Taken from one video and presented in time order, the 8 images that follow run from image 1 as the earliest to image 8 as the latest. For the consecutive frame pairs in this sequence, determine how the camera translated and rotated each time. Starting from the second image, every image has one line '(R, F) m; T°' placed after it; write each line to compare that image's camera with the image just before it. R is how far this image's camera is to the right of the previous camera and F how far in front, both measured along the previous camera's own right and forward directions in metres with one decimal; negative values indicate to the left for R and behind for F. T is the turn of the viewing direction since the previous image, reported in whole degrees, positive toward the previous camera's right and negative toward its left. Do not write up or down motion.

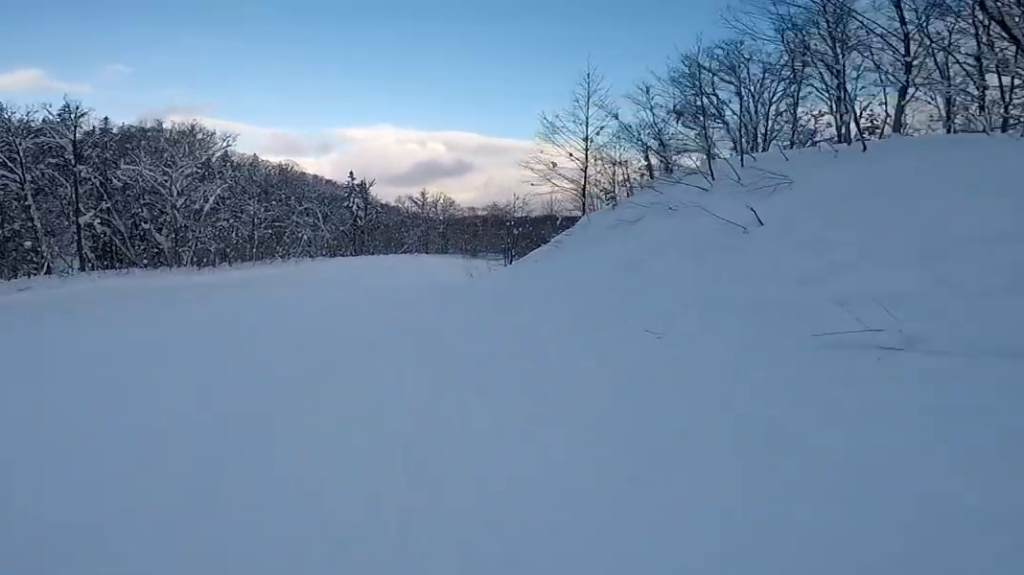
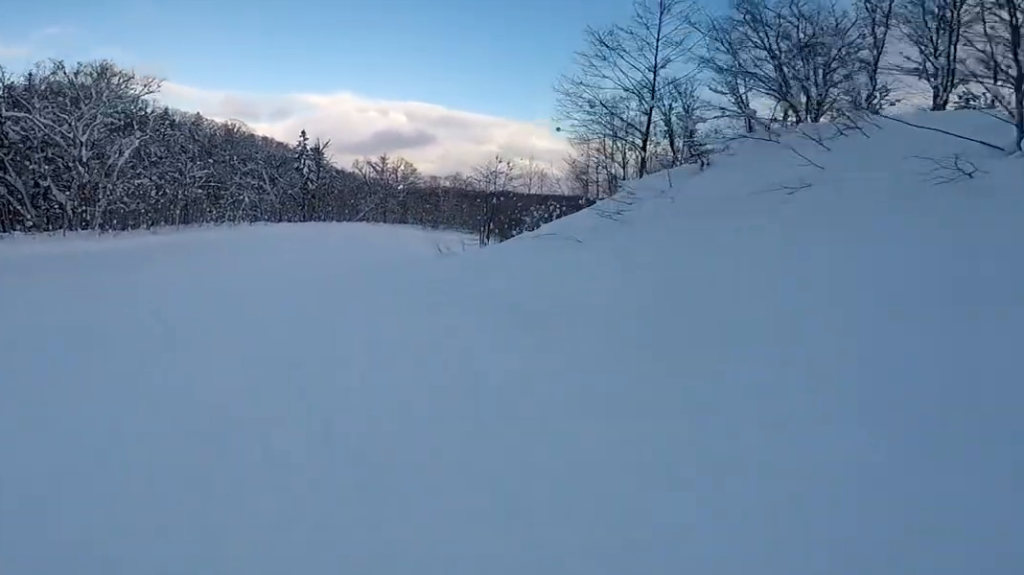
(+0.4, +8.2) m; +3°
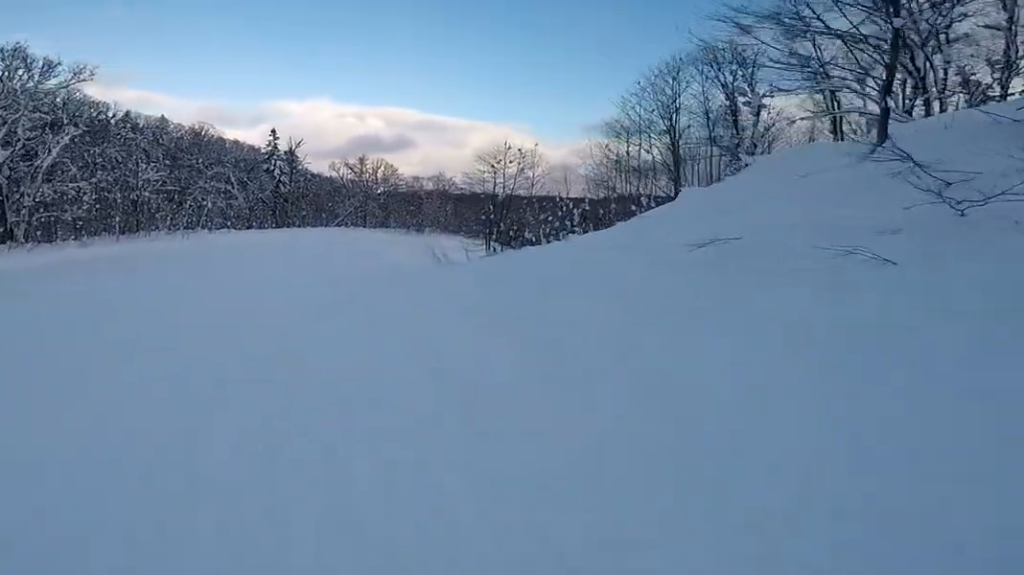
(+0.1, +8.2) m; +1°
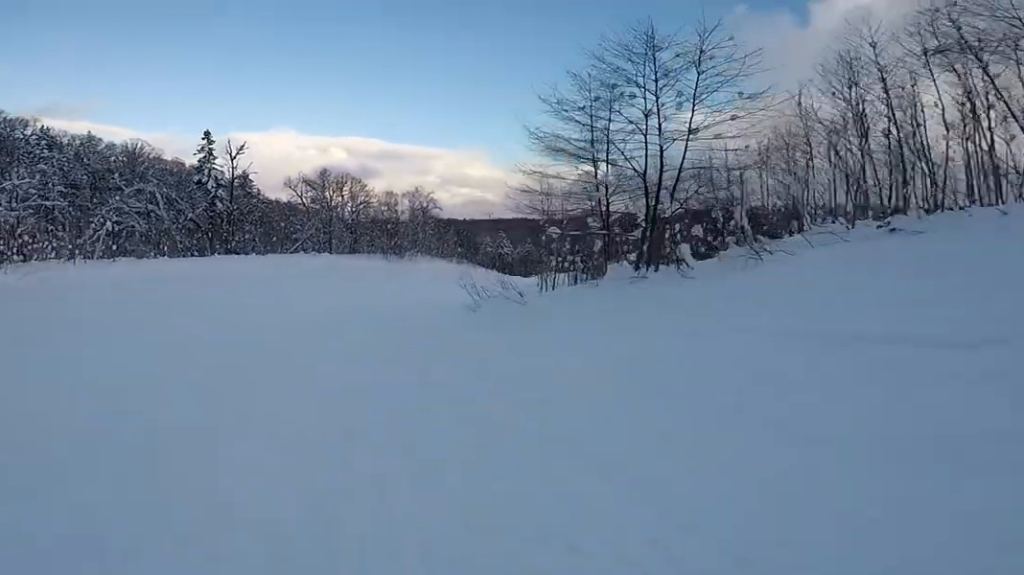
(+0.6, +20.3) m; +2°
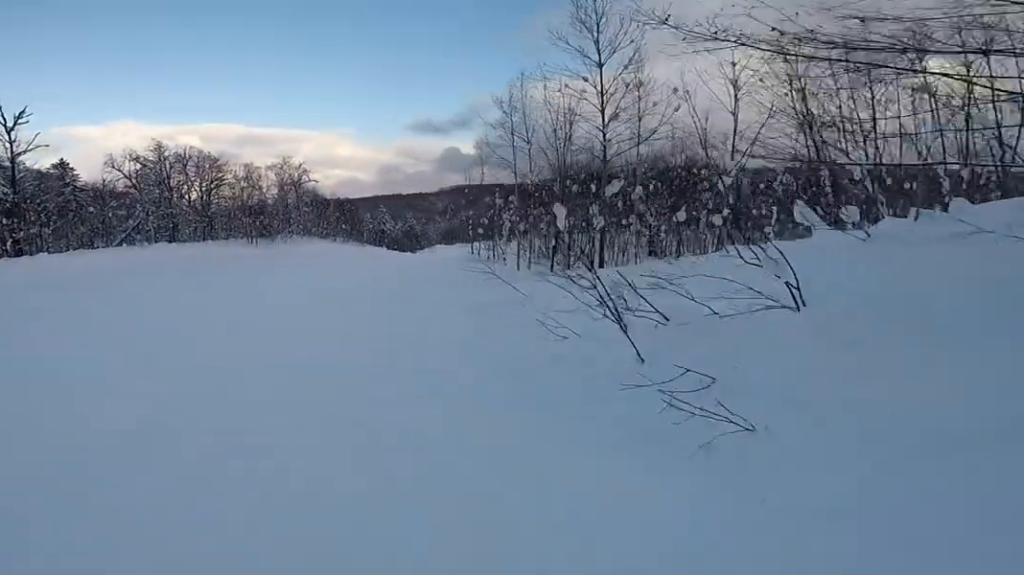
(+0.9, +14.2) m; +11°
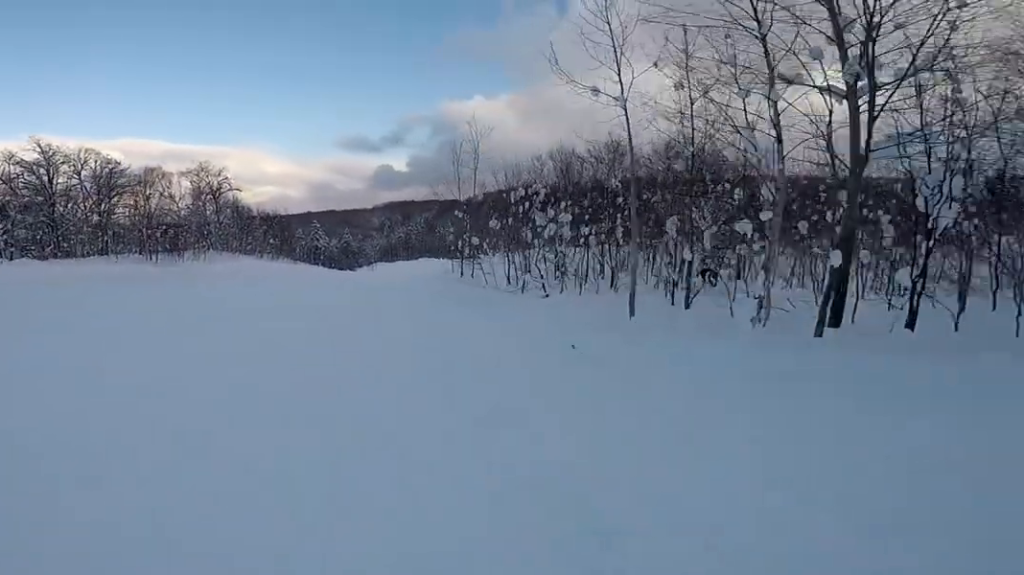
(+1.1, +11.8) m; +5°
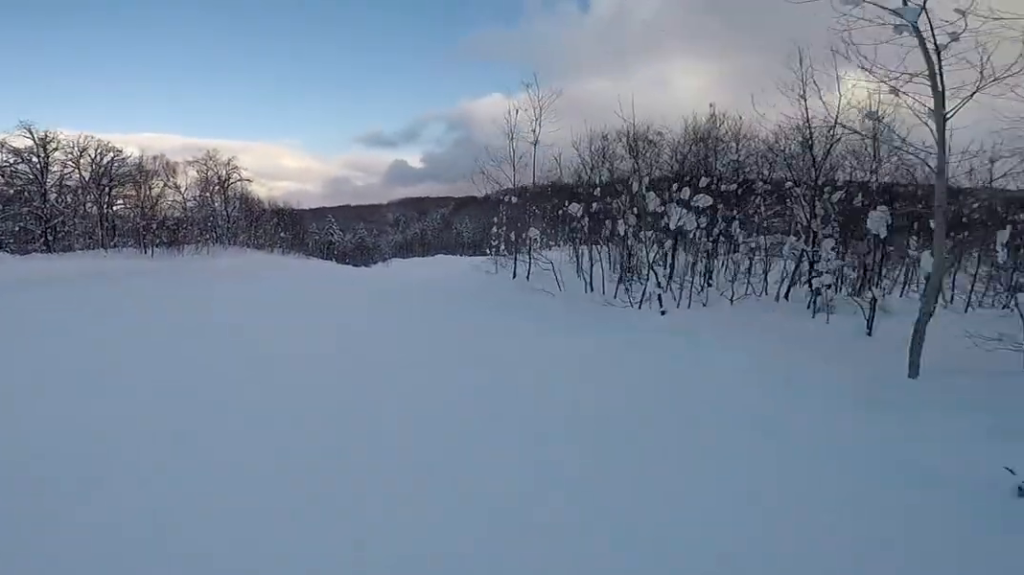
(0.0, +5.2) m; 0°
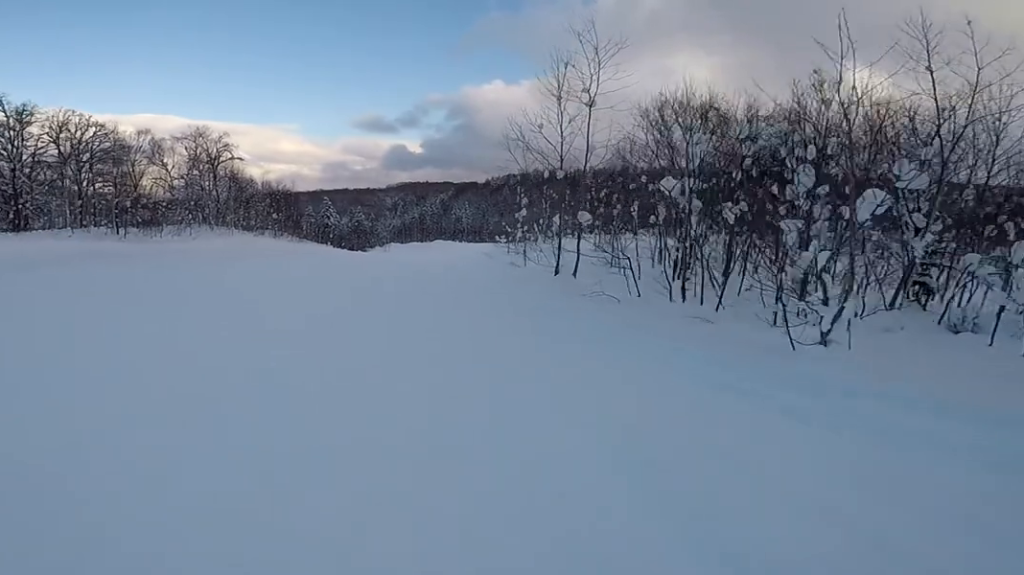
(0.0, +4.2) m; 0°
